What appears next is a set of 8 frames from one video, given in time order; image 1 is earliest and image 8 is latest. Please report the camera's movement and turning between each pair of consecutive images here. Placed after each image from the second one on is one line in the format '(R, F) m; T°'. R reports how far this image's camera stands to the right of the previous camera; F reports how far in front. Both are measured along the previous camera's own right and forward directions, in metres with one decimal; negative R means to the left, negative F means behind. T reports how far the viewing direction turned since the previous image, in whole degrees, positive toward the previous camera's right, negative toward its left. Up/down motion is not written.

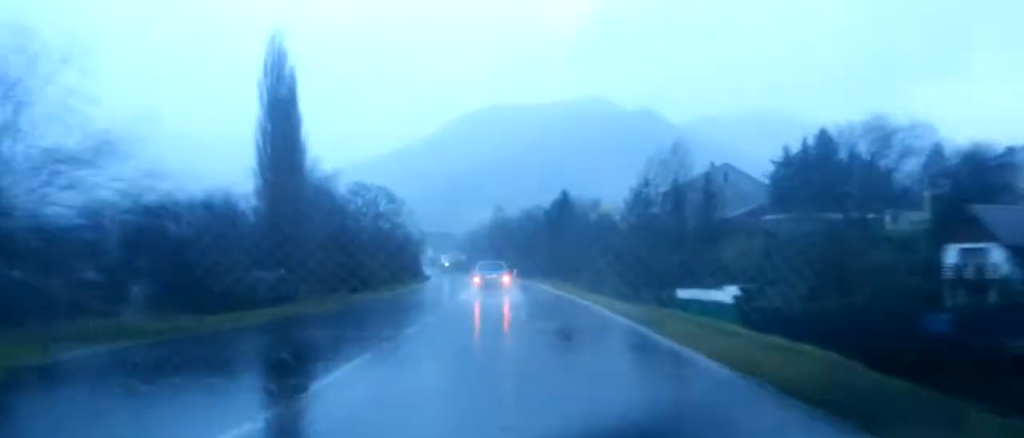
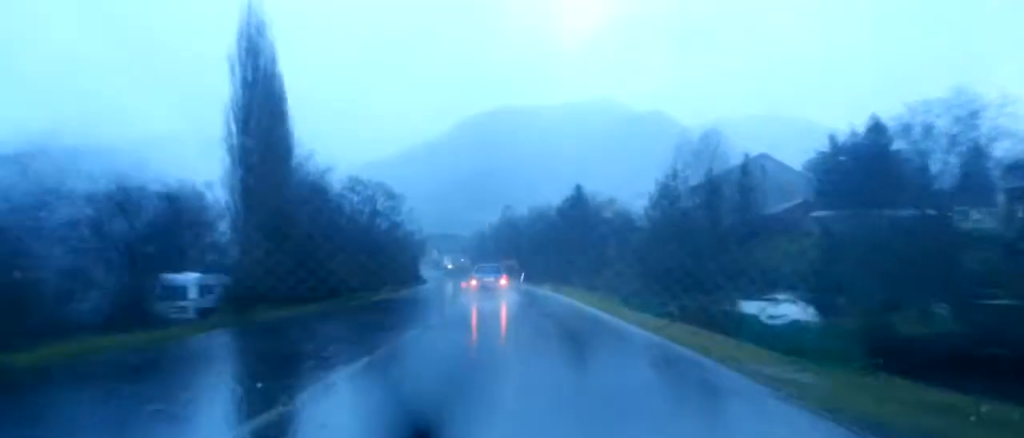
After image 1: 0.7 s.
(0.0, +12.1) m; -1°
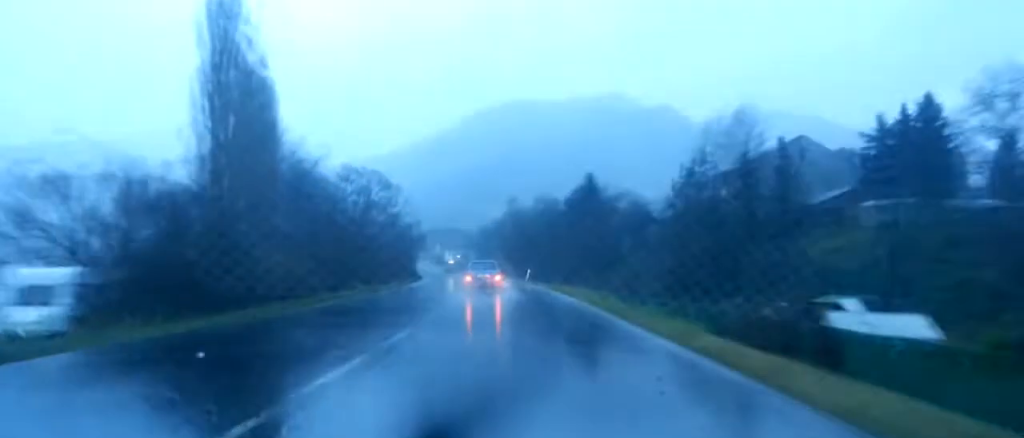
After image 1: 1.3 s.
(0.0, +9.9) m; -1°
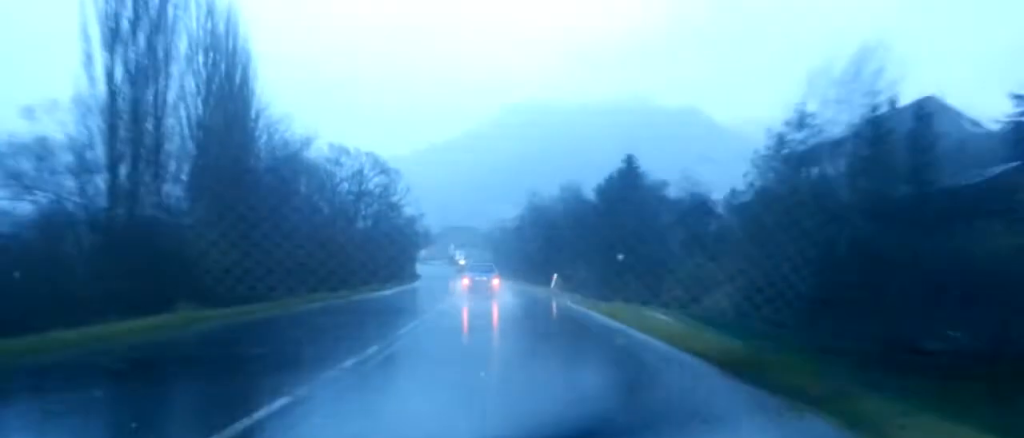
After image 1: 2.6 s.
(-0.3, +20.9) m; -1°
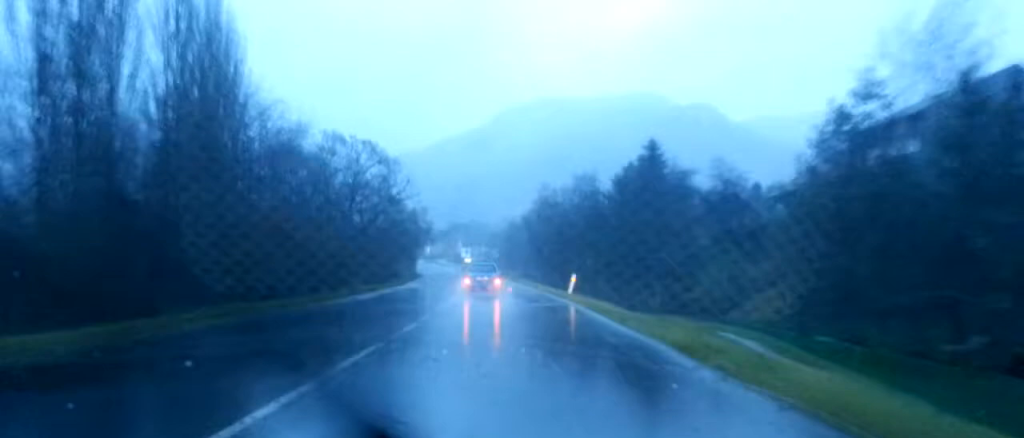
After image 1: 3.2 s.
(0.0, +9.9) m; -1°
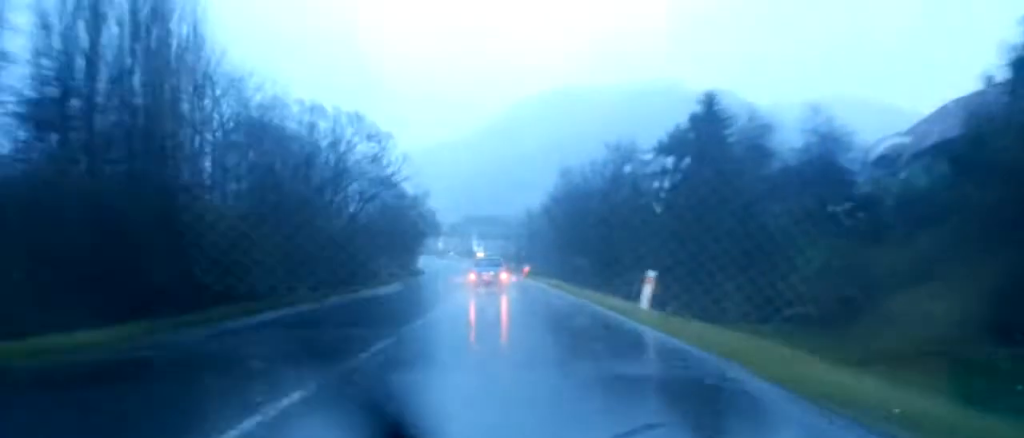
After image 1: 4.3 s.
(-0.2, +17.4) m; -1°
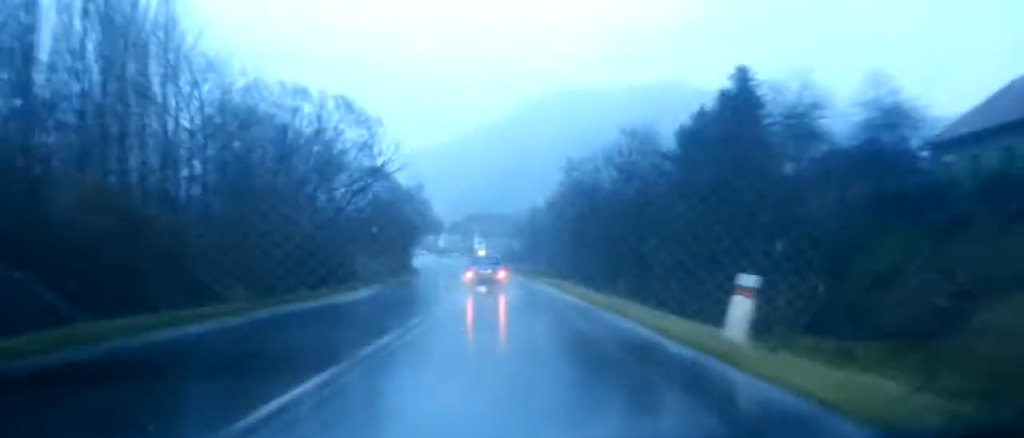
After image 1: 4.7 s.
(0.0, +7.6) m; 0°
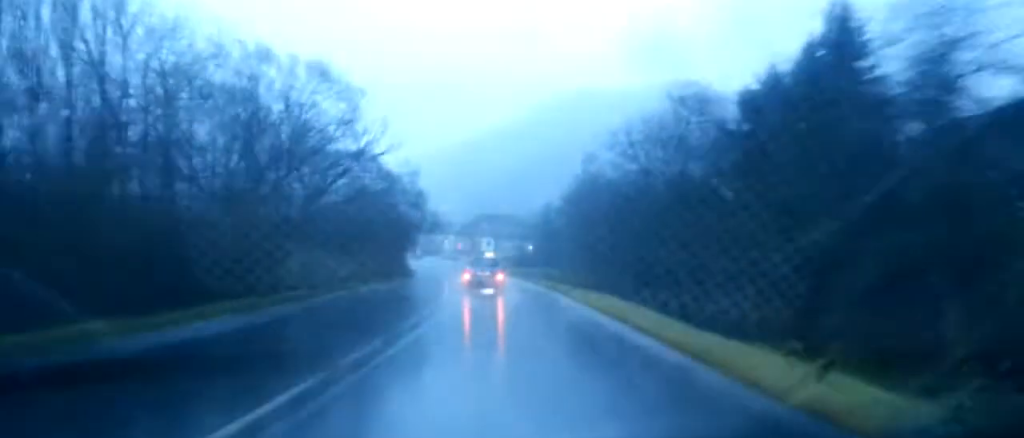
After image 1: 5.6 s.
(0.0, +13.9) m; 0°
